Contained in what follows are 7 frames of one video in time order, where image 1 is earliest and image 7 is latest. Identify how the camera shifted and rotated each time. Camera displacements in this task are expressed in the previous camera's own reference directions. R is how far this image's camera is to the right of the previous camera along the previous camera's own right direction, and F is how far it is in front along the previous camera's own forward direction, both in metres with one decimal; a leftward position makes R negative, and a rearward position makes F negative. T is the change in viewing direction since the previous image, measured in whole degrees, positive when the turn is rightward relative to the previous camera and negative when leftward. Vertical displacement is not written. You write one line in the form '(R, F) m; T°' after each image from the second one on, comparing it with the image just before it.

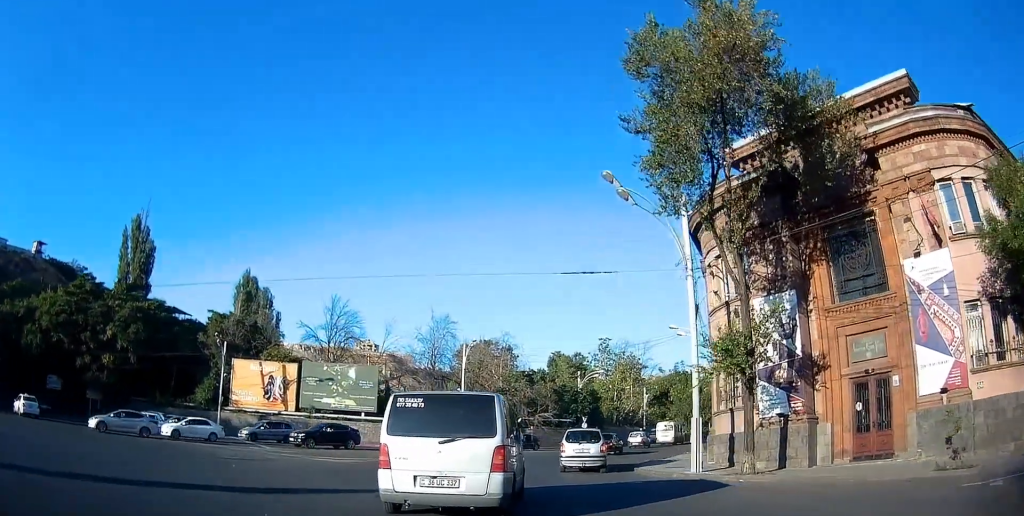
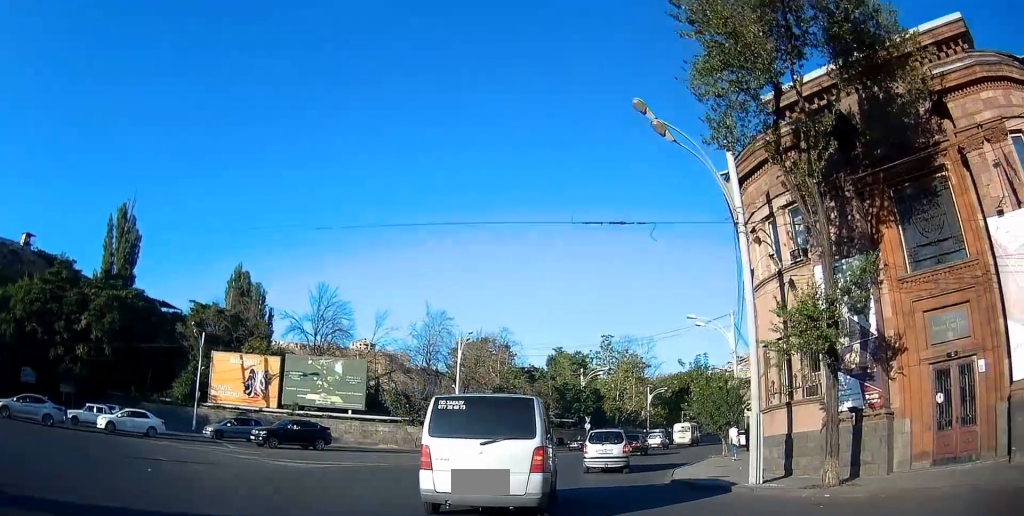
(-0.2, +4.6) m; -1°
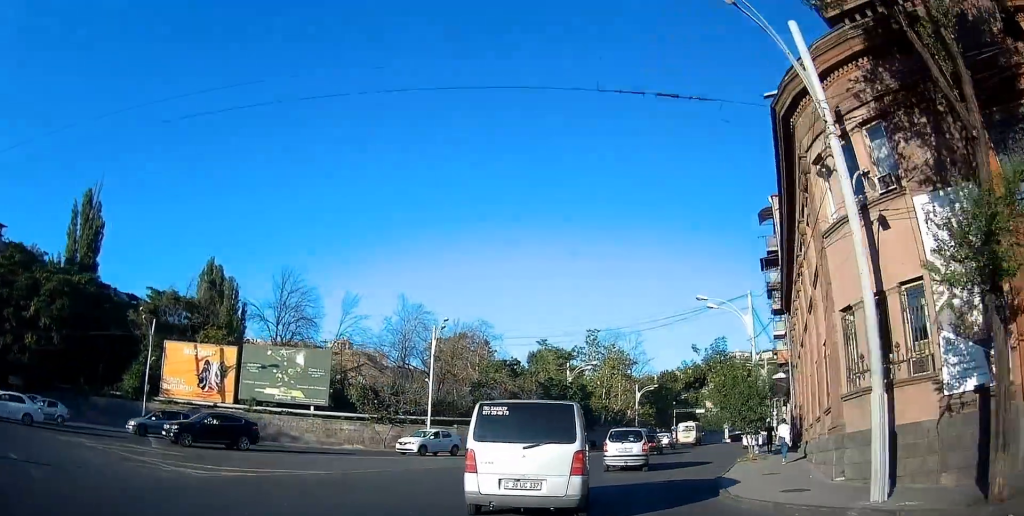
(-0.2, +6.0) m; -1°
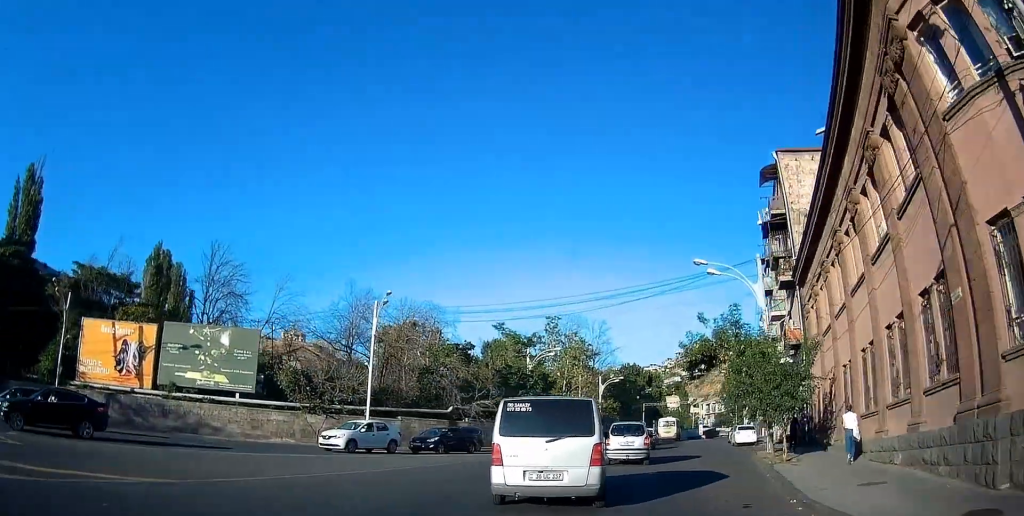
(0.0, +6.9) m; +3°
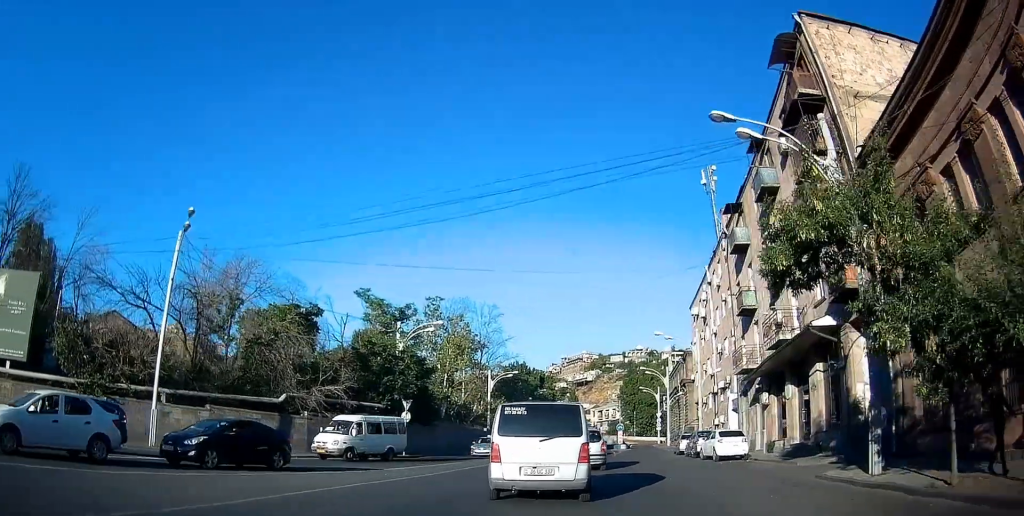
(+1.4, +14.7) m; +12°
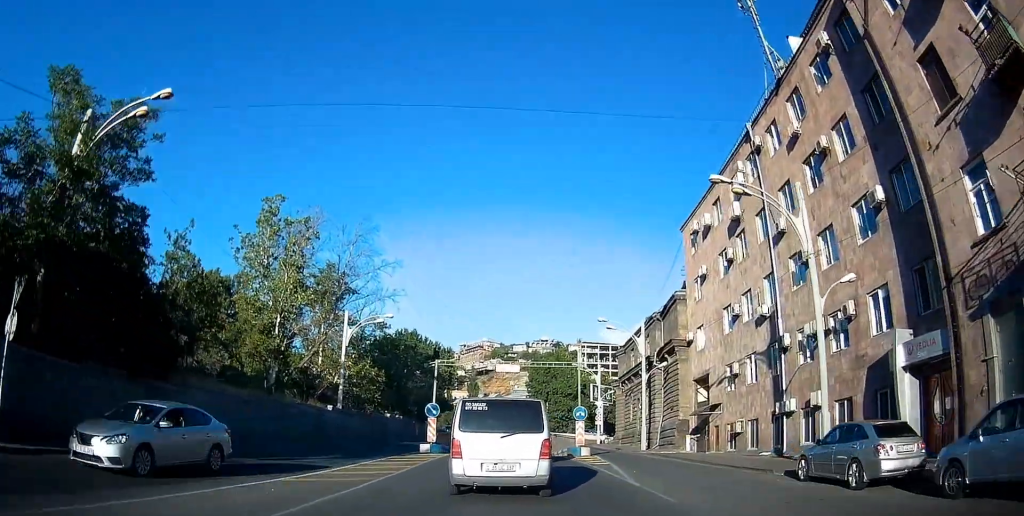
(+2.8, +28.4) m; +9°
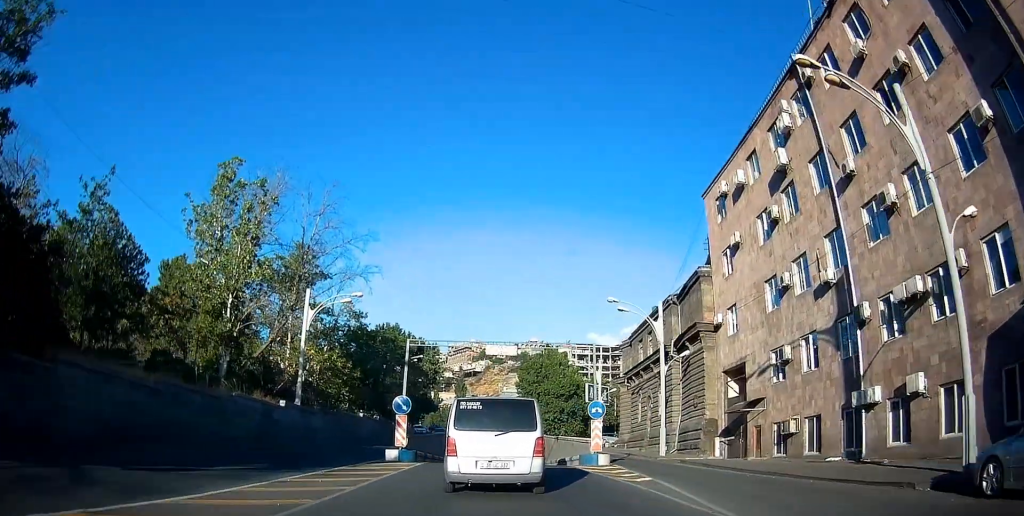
(+0.3, +7.4) m; +2°
